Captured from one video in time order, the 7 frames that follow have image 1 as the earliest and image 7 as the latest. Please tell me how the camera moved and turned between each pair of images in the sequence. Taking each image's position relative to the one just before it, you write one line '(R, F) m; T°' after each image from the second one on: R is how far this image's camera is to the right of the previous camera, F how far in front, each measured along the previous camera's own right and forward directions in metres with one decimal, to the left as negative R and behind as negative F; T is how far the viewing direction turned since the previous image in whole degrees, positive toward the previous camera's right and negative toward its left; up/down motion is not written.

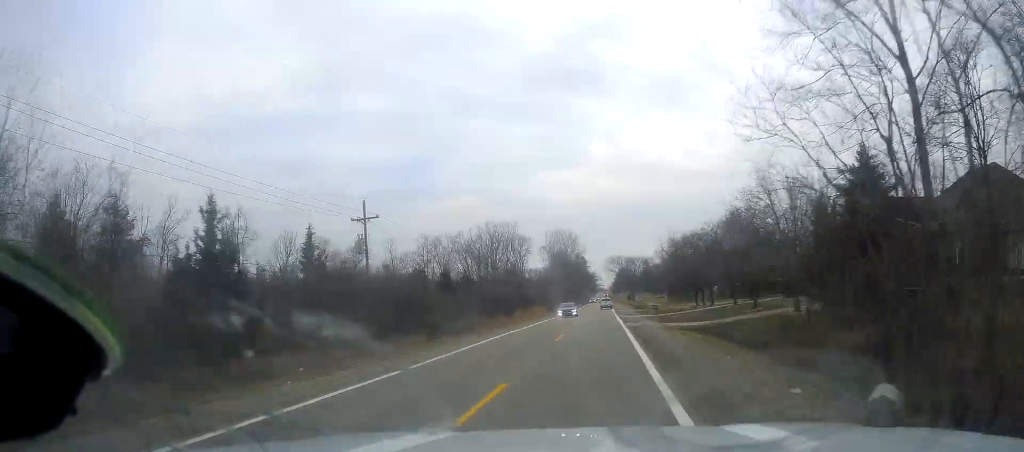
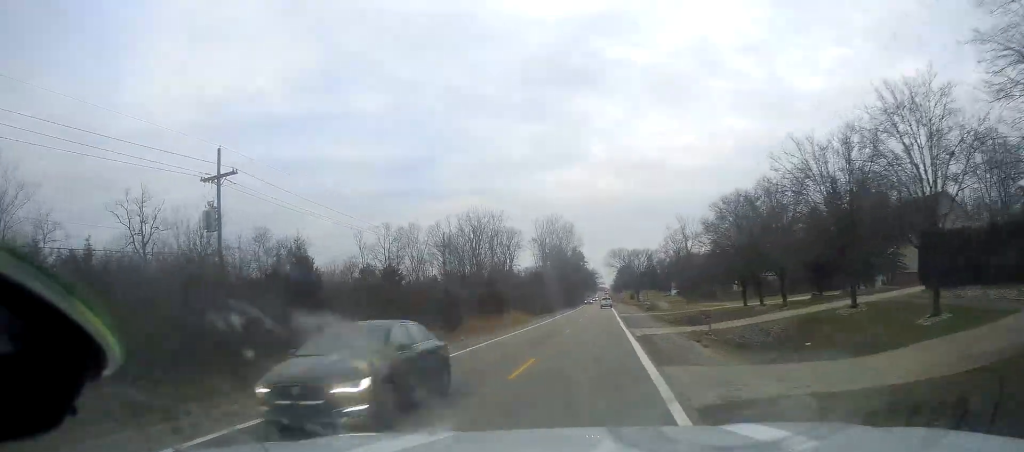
(-0.5, +25.3) m; 0°
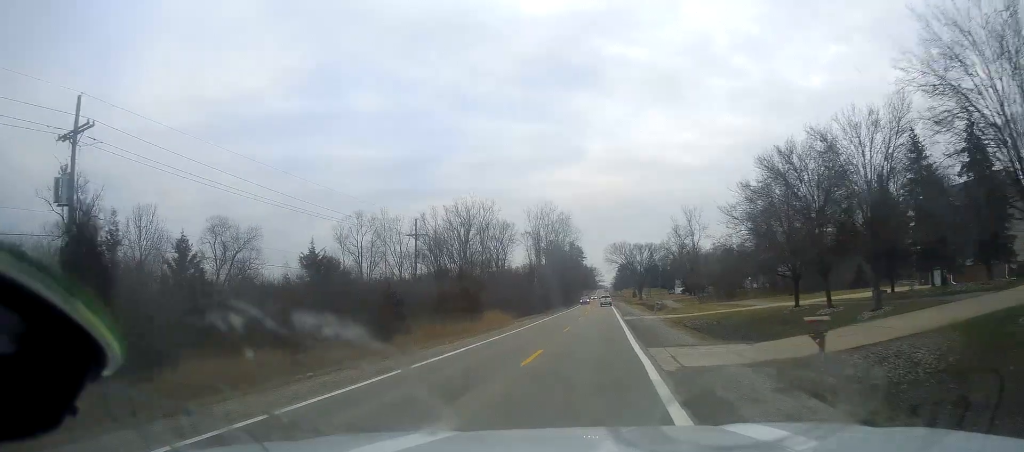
(+0.1, +13.3) m; +1°
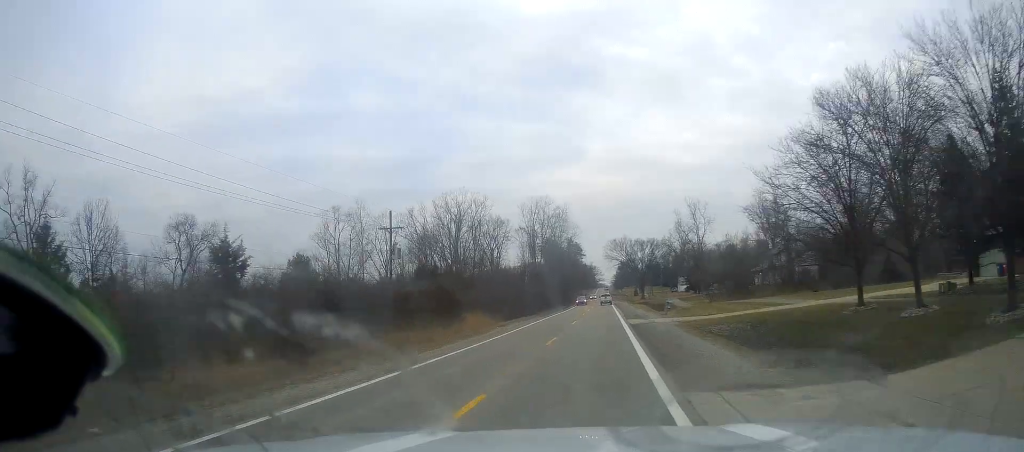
(+0.2, +9.1) m; 0°
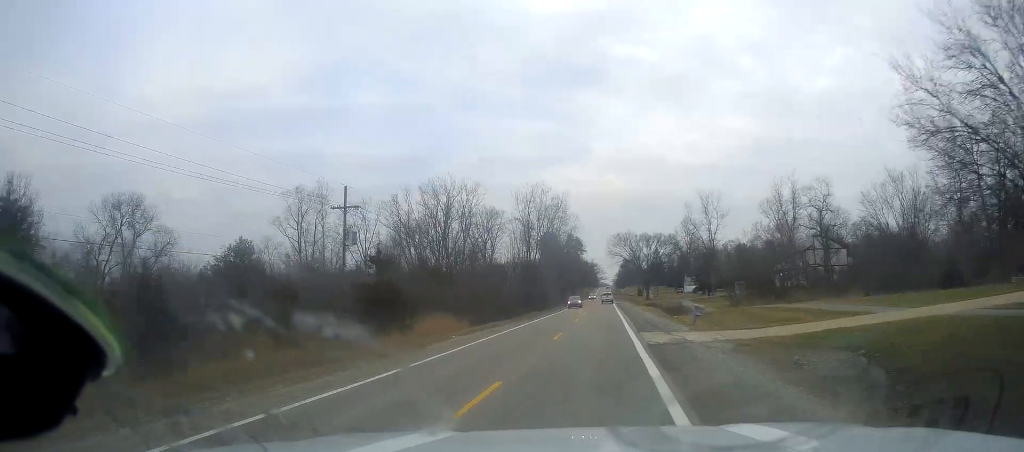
(+0.1, +13.3) m; -1°
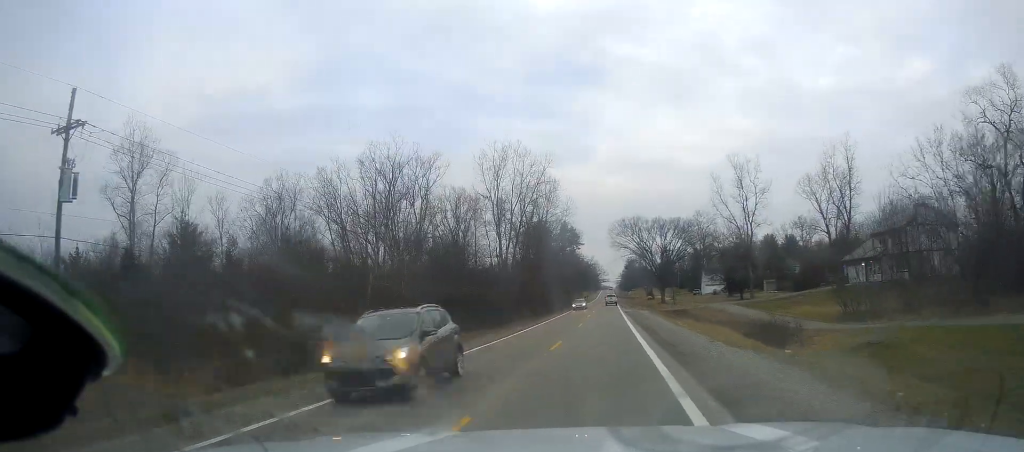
(-1.1, +34.4) m; -1°
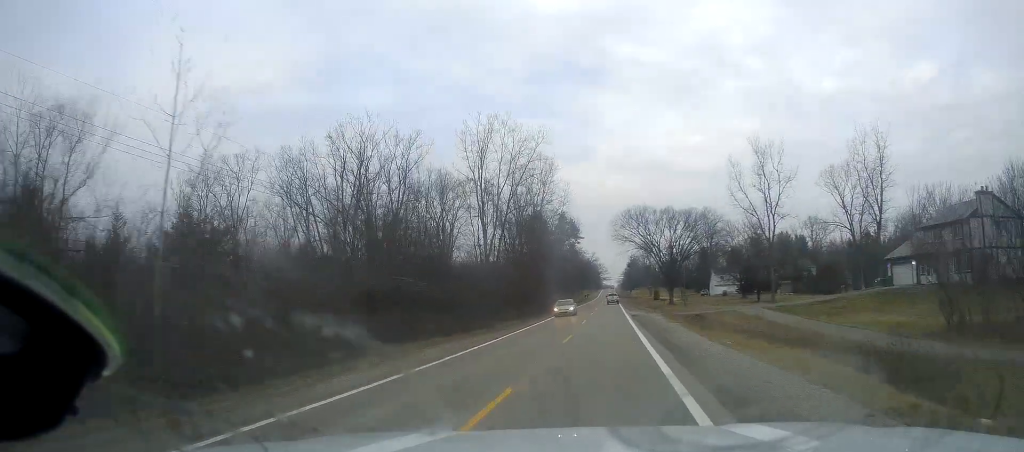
(+0.1, +12.7) m; 0°
